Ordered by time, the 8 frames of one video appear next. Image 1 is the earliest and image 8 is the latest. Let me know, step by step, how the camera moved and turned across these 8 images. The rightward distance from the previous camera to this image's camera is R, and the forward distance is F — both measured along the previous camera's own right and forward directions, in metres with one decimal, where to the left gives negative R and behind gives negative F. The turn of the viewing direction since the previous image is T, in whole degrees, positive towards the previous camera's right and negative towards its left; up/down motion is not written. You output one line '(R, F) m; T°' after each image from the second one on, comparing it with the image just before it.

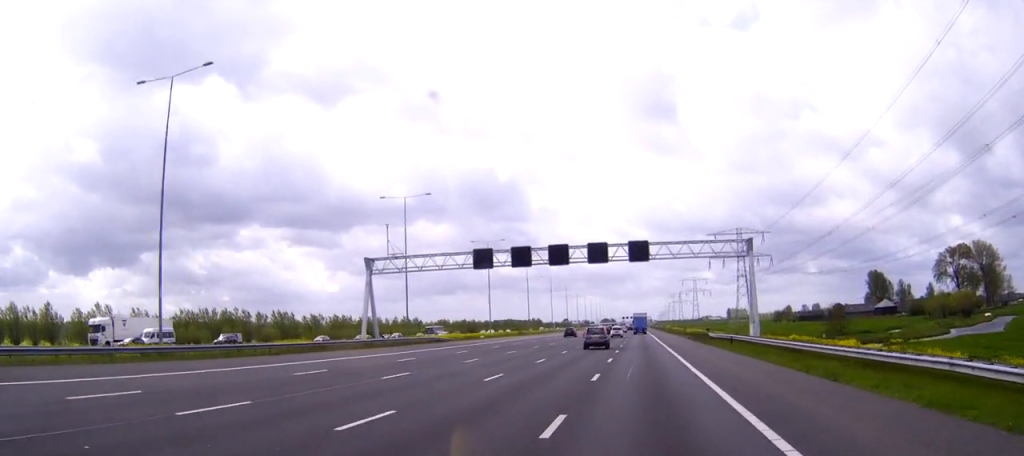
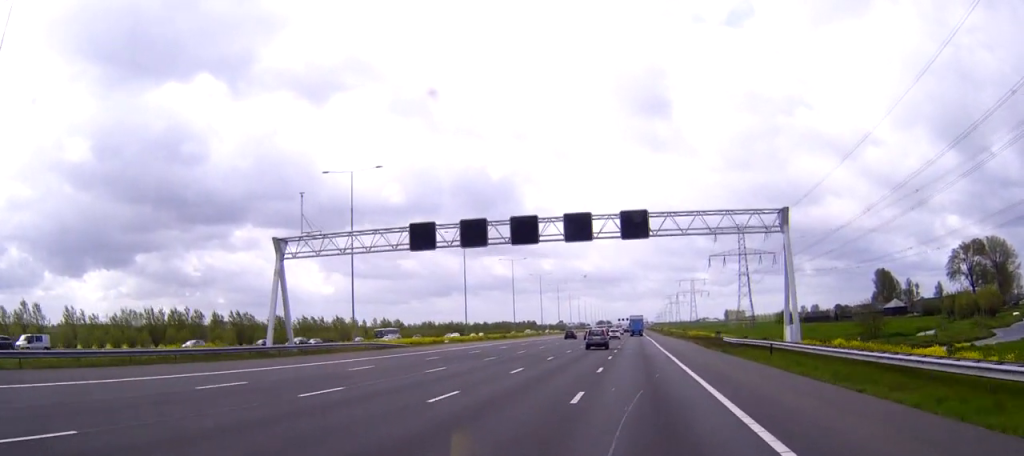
(0.0, +18.2) m; 0°
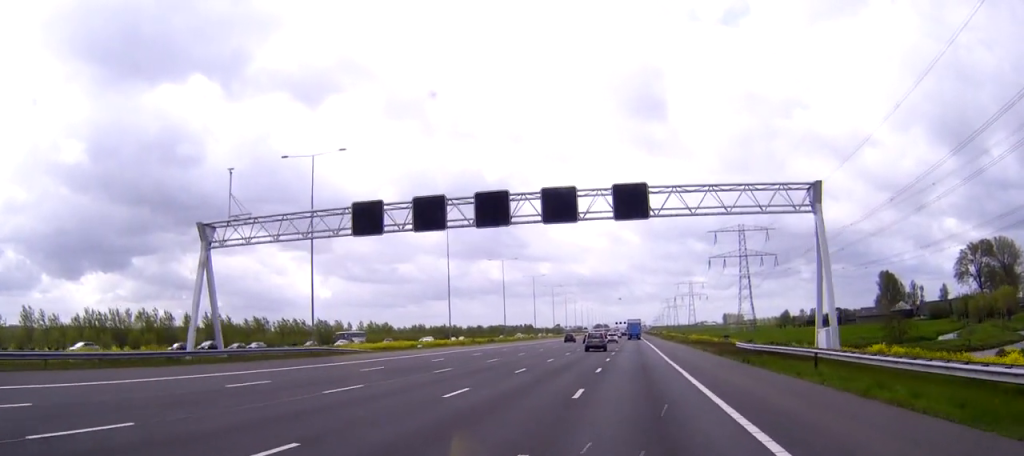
(0.0, +10.1) m; 0°
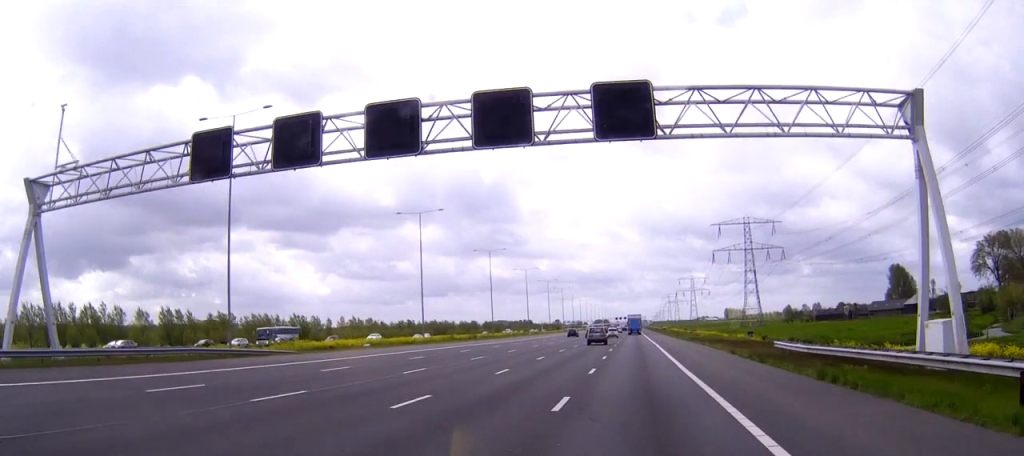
(0.0, +16.2) m; 0°
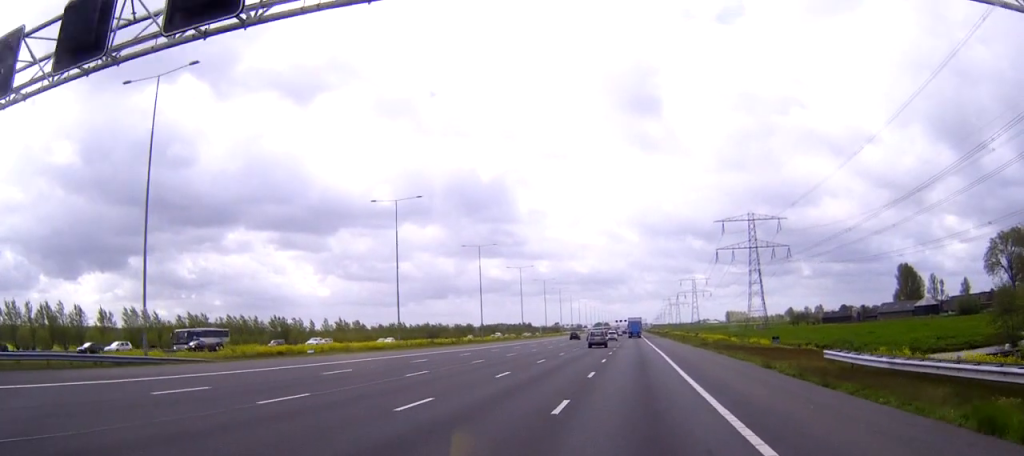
(0.0, +11.5) m; 0°
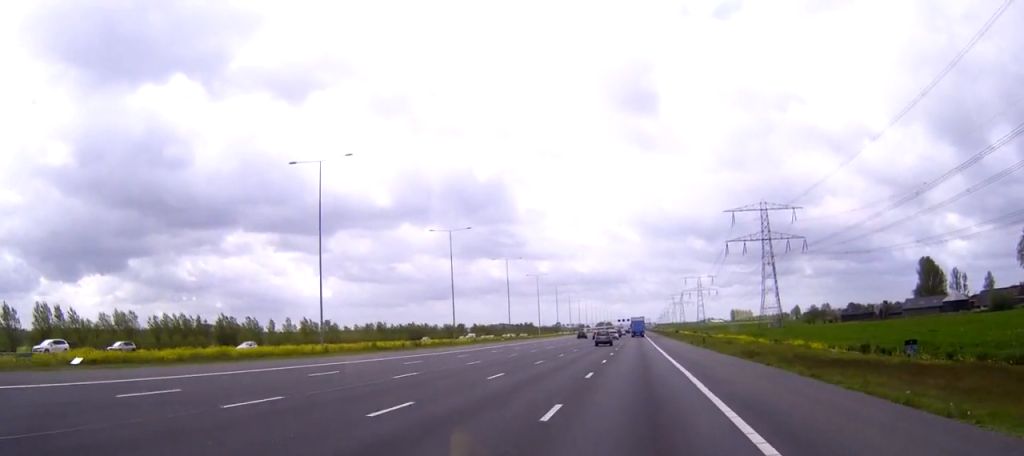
(0.0, +25.8) m; 0°
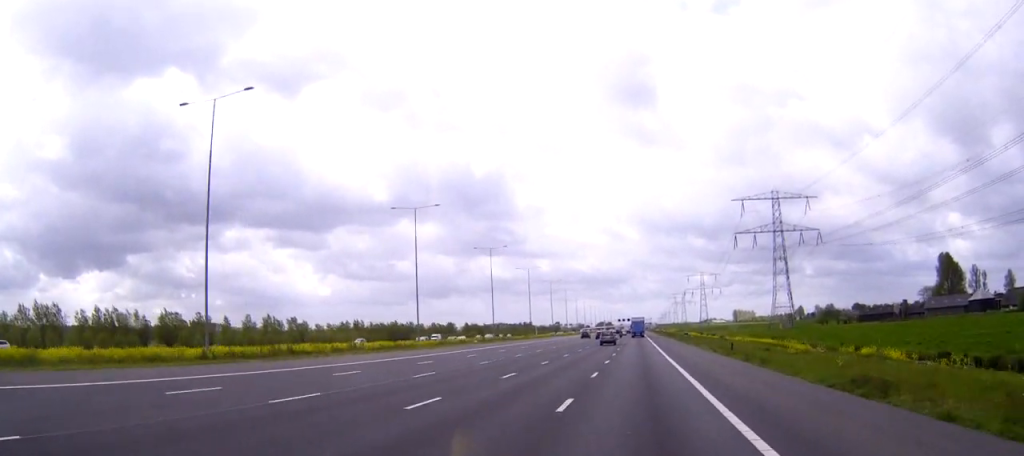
(0.0, +21.9) m; 0°
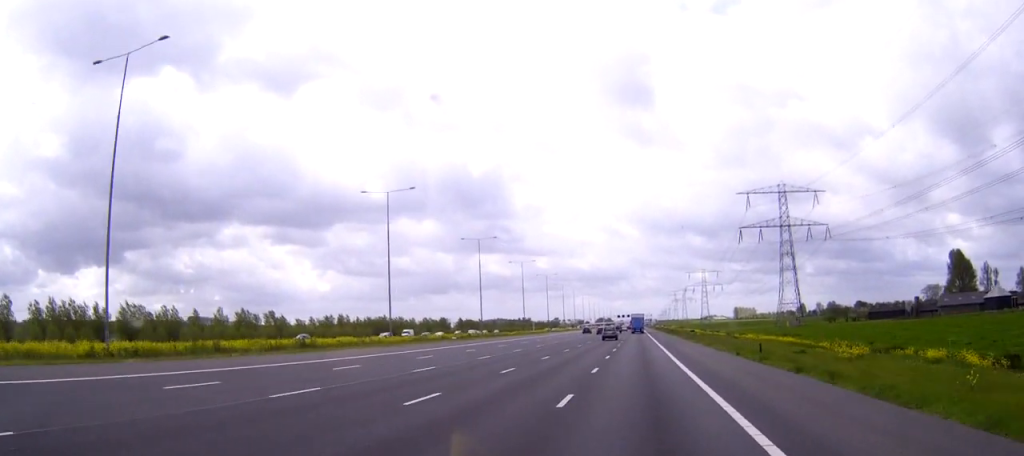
(0.0, +12.2) m; 0°
